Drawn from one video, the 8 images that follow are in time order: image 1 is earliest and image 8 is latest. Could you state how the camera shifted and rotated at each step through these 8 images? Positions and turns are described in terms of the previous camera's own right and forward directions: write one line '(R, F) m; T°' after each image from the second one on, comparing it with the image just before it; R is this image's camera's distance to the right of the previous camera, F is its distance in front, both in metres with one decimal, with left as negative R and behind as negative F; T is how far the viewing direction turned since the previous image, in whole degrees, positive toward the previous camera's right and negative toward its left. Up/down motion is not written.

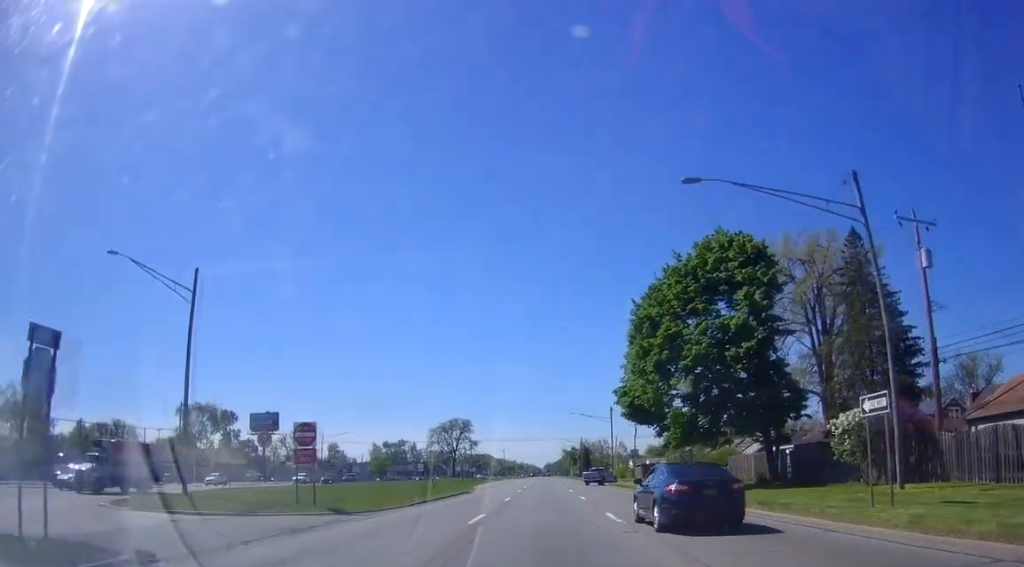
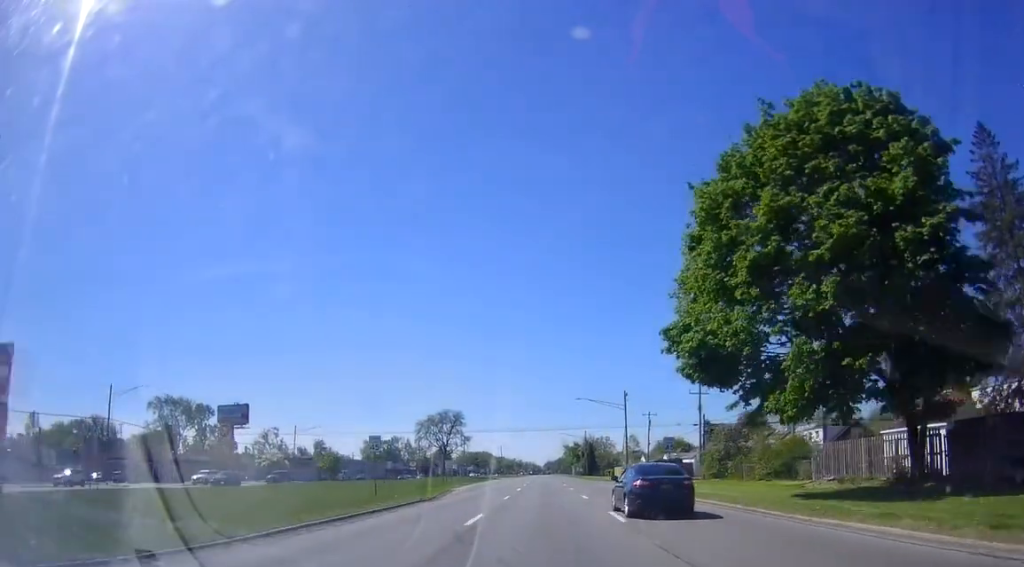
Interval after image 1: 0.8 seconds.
(+0.6, +16.5) m; +1°
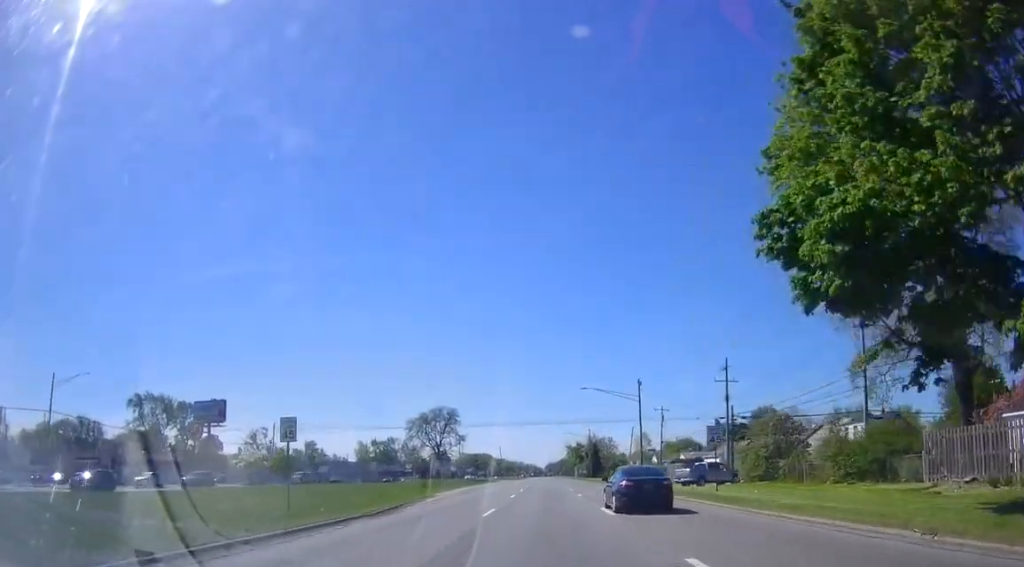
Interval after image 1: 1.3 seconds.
(0.0, +11.0) m; -1°
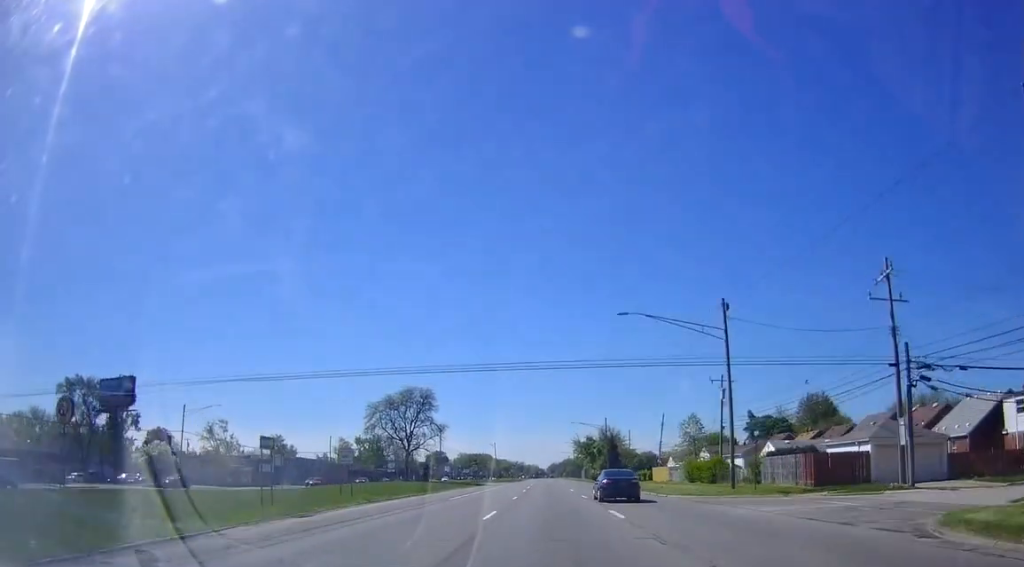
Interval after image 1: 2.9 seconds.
(-0.9, +32.1) m; 0°
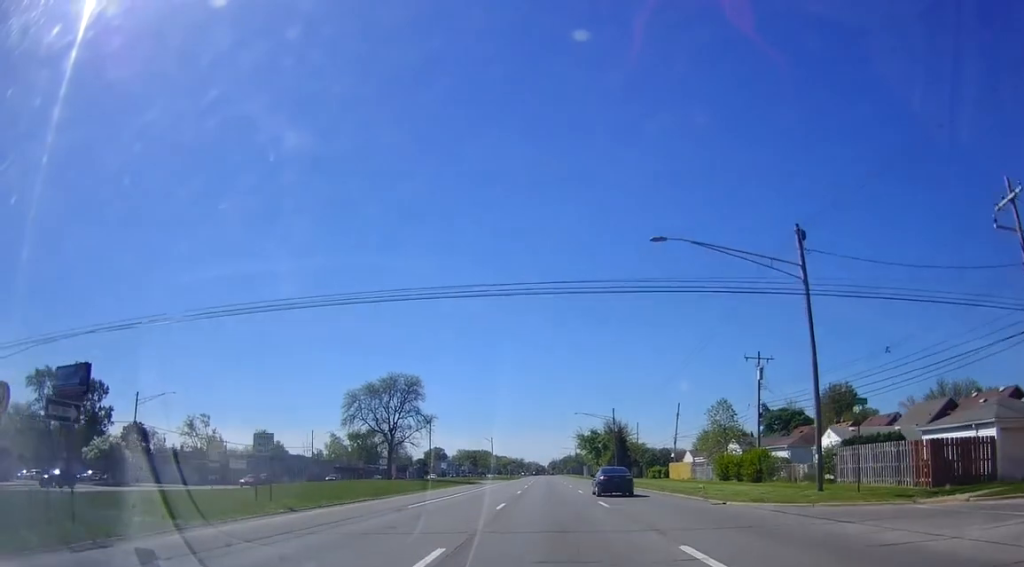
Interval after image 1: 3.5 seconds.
(+0.3, +11.5) m; 0°
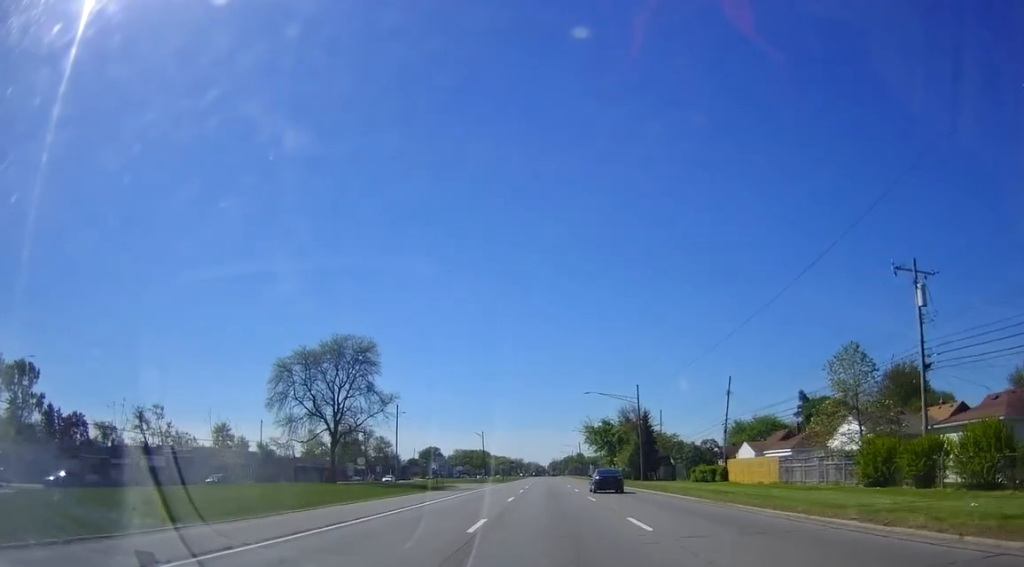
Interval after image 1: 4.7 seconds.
(-0.2, +25.0) m; -1°
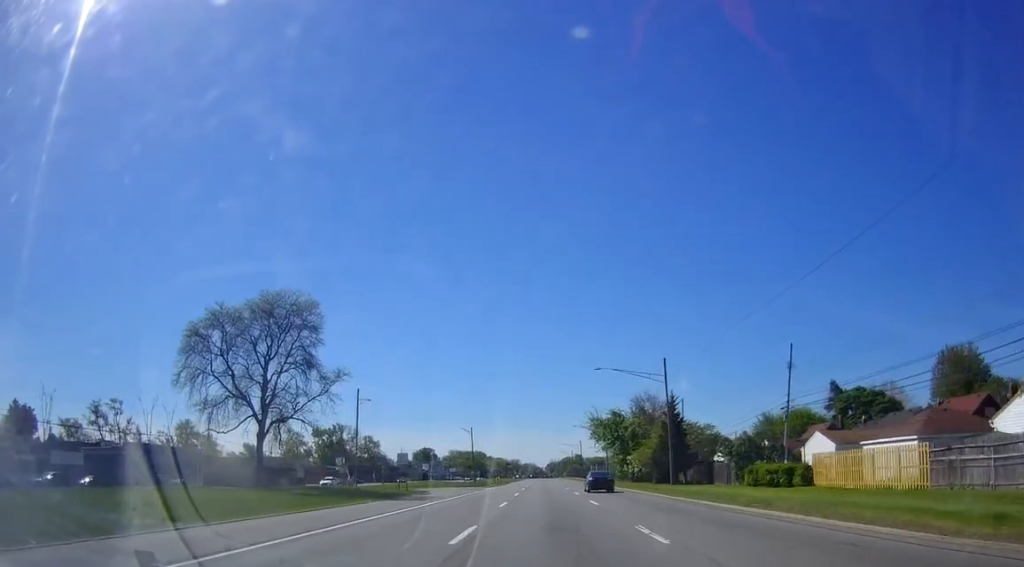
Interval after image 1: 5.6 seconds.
(0.0, +17.5) m; 0°
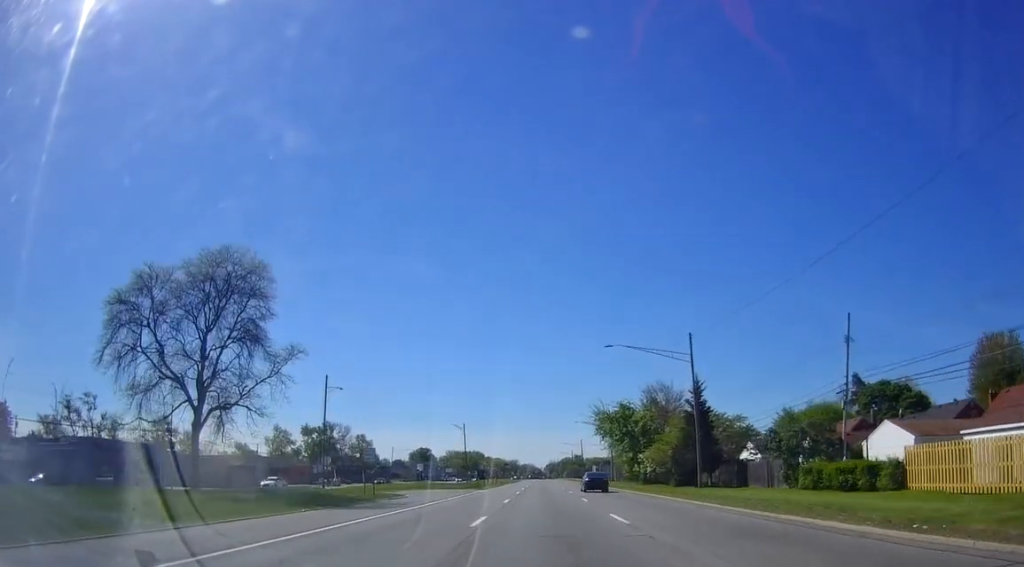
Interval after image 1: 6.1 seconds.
(+0.1, +10.1) m; 0°
